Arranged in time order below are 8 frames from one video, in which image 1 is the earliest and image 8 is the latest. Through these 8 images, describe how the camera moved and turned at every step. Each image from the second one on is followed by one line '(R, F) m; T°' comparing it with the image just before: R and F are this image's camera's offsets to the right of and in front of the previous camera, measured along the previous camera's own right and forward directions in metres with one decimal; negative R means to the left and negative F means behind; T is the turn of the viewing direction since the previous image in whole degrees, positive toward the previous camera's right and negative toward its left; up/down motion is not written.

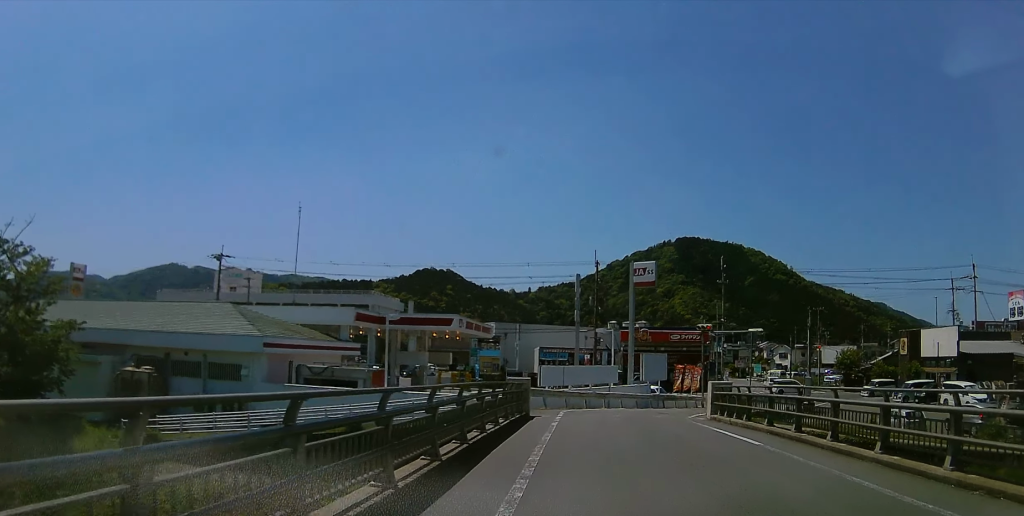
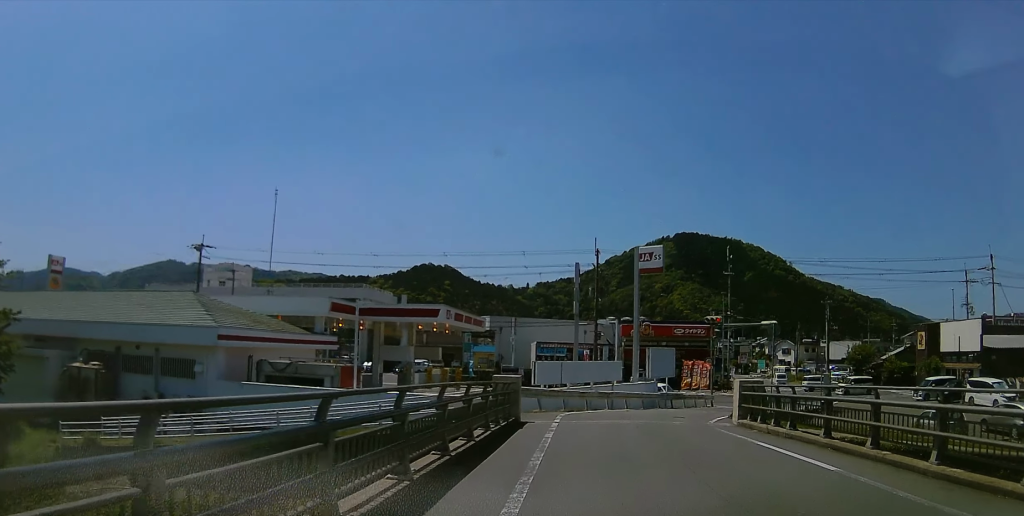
(0.0, +3.5) m; +3°
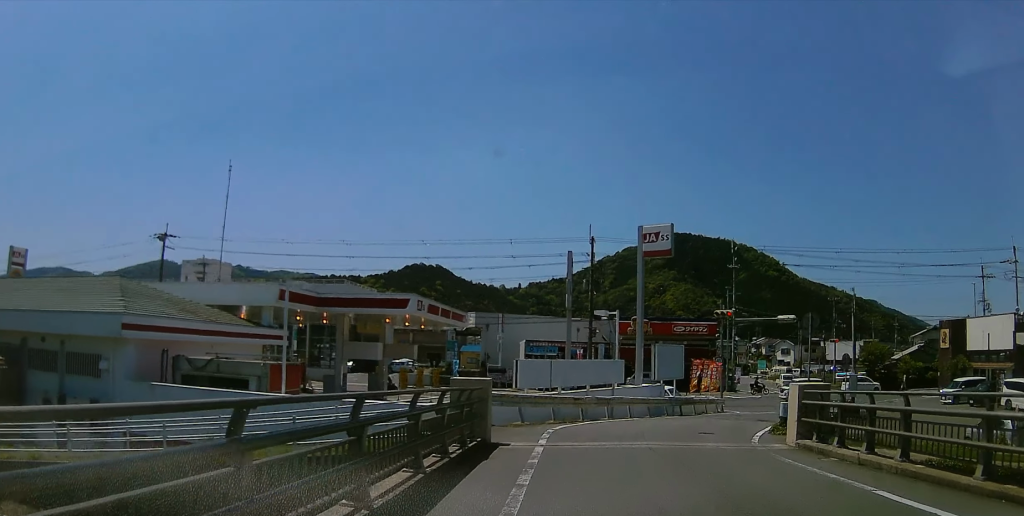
(+0.1, +5.1) m; +5°
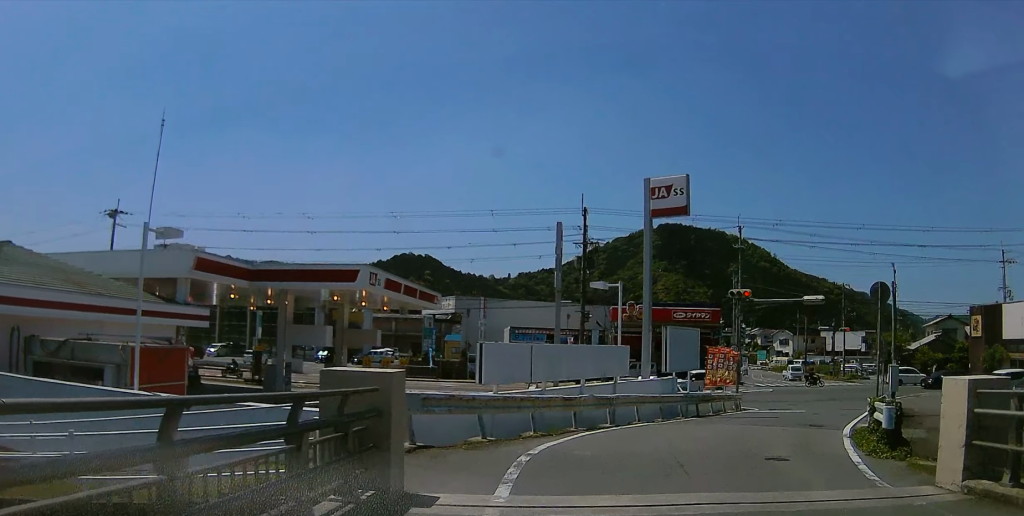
(+0.5, +6.1) m; +5°
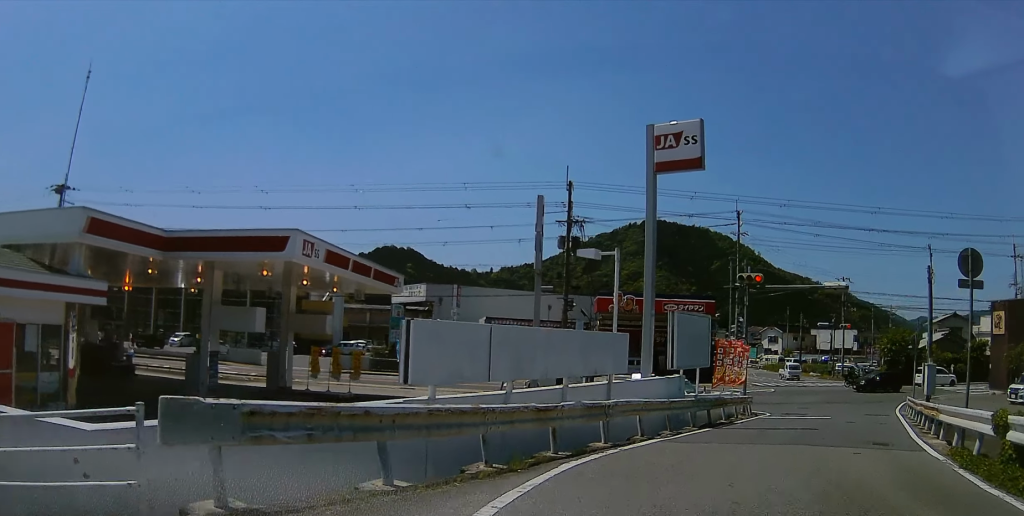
(0.0, +5.2) m; 0°
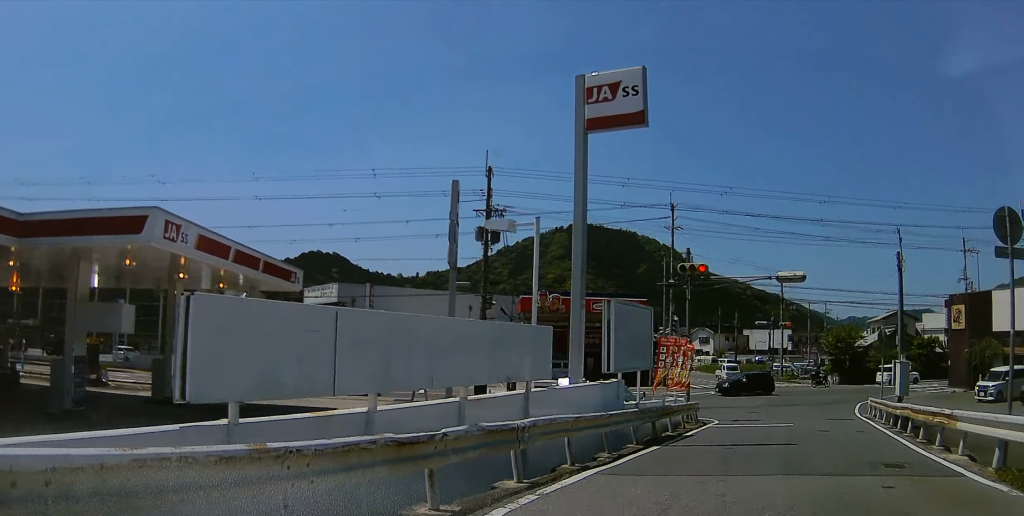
(0.0, +3.7) m; 0°
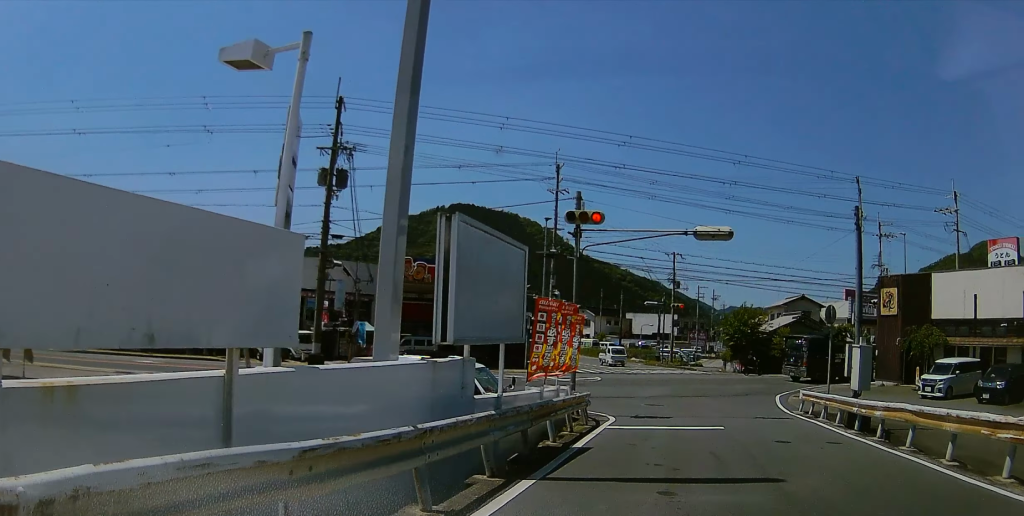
(+0.1, +6.4) m; +6°
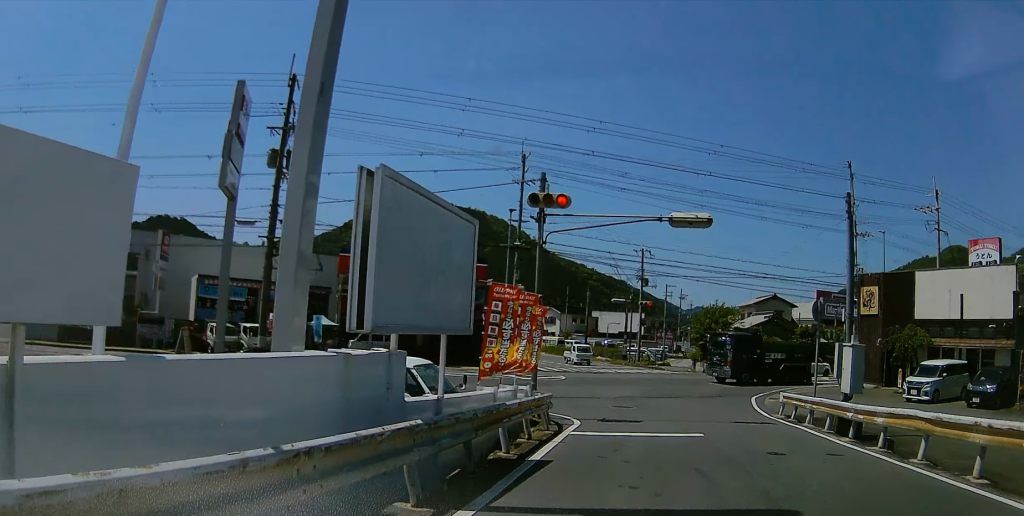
(-0.1, +1.8) m; +8°
